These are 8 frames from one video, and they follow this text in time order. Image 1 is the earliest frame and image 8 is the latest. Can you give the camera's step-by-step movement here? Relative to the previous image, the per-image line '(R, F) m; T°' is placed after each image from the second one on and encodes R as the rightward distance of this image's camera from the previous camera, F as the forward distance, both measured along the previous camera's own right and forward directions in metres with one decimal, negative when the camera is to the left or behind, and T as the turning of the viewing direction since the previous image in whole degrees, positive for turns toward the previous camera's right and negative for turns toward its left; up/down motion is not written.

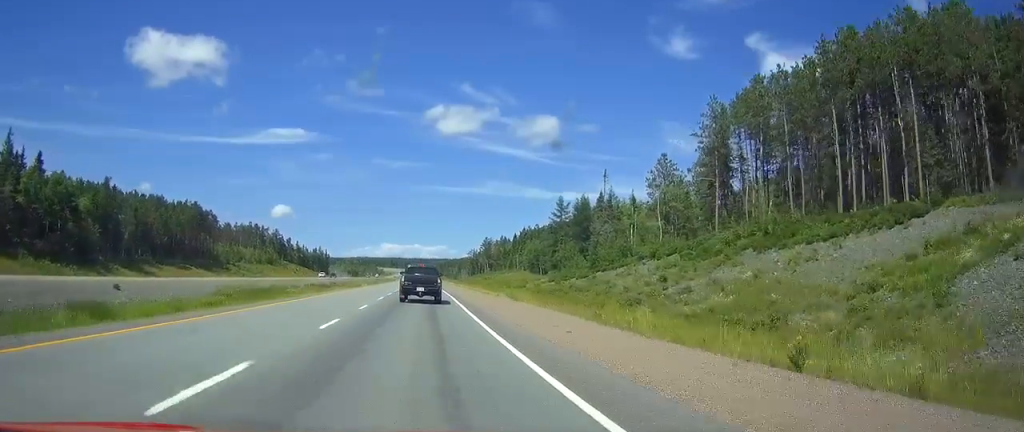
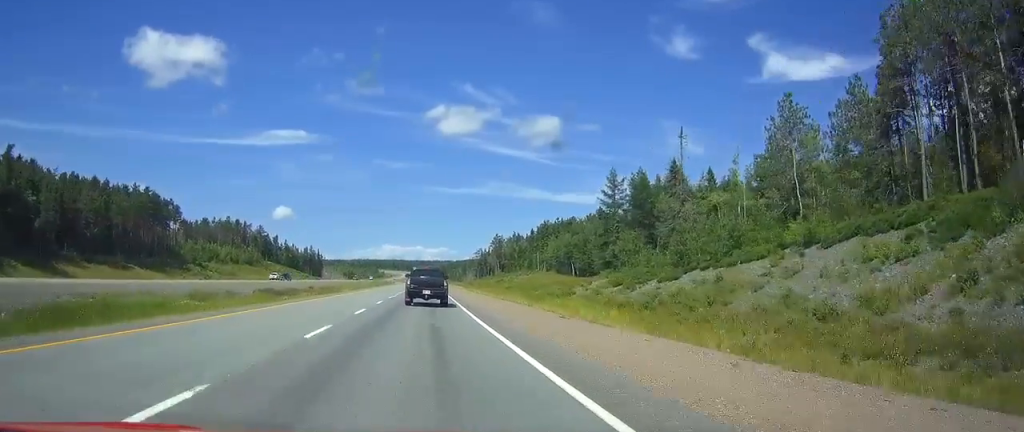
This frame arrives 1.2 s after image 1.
(0.0, +38.0) m; 0°
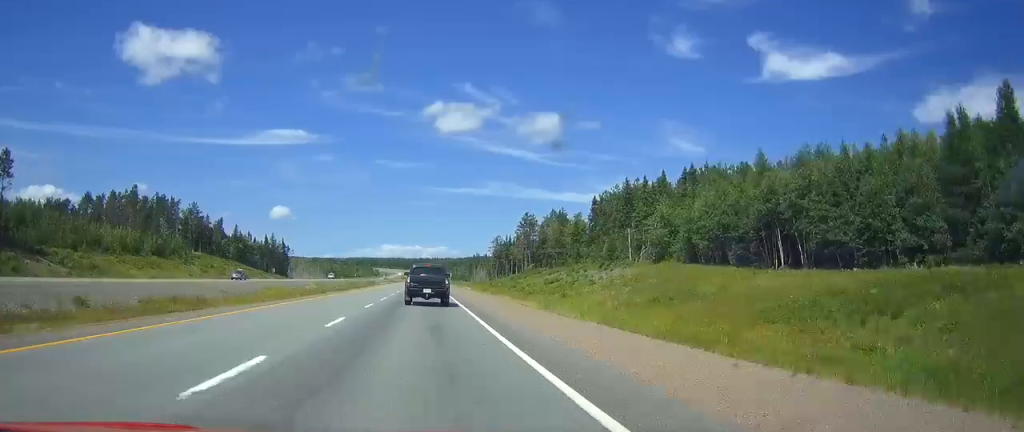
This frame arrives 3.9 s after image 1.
(-0.1, +88.9) m; 0°
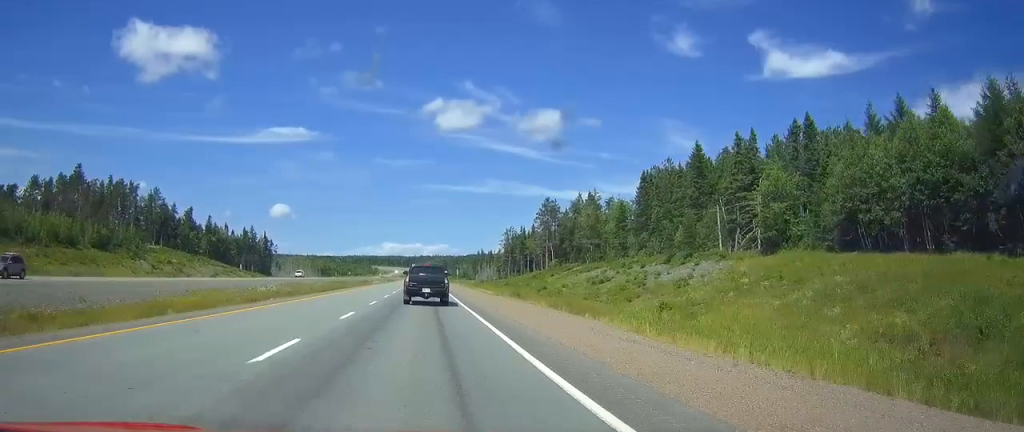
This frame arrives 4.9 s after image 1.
(0.0, +33.6) m; 0°
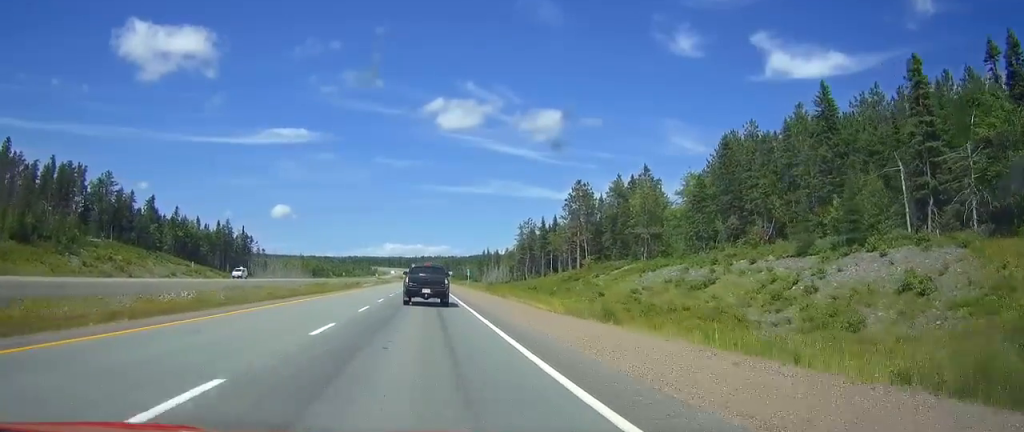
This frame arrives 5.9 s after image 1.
(0.0, +32.5) m; 0°
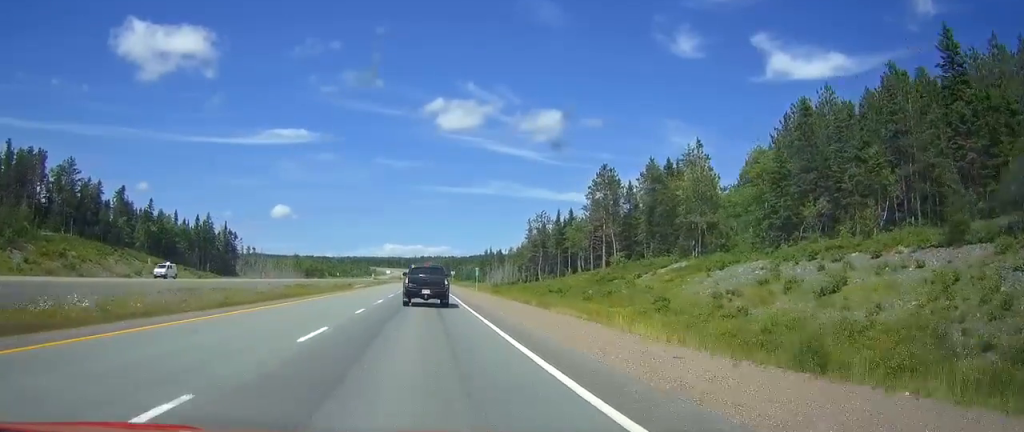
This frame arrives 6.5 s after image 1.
(0.0, +19.5) m; 0°
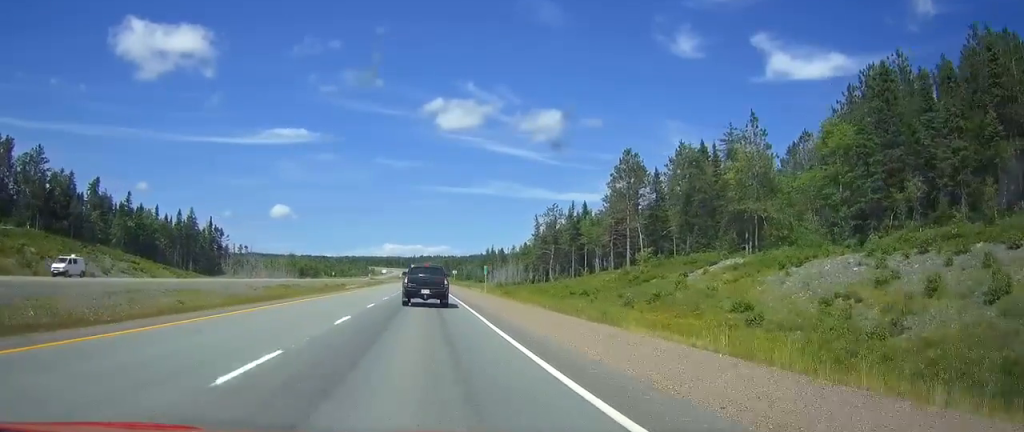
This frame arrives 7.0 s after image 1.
(0.0, +14.1) m; 0°
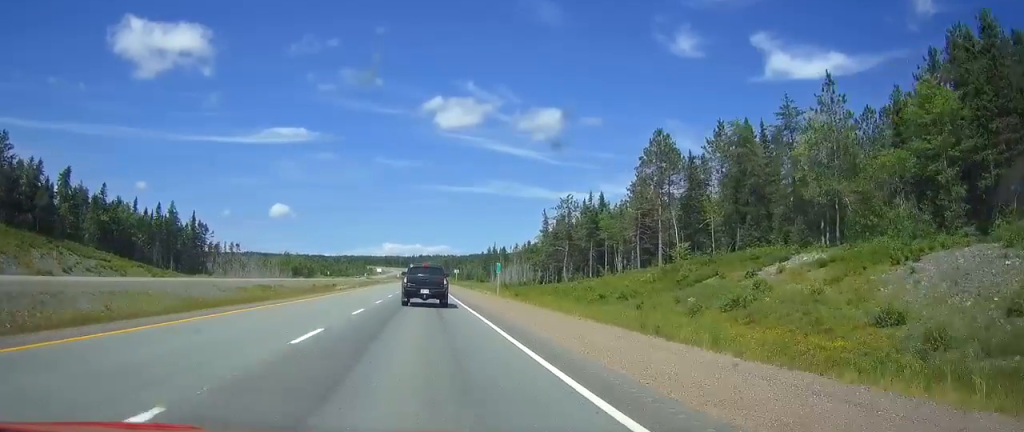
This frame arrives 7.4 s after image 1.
(0.0, +14.0) m; 0°
